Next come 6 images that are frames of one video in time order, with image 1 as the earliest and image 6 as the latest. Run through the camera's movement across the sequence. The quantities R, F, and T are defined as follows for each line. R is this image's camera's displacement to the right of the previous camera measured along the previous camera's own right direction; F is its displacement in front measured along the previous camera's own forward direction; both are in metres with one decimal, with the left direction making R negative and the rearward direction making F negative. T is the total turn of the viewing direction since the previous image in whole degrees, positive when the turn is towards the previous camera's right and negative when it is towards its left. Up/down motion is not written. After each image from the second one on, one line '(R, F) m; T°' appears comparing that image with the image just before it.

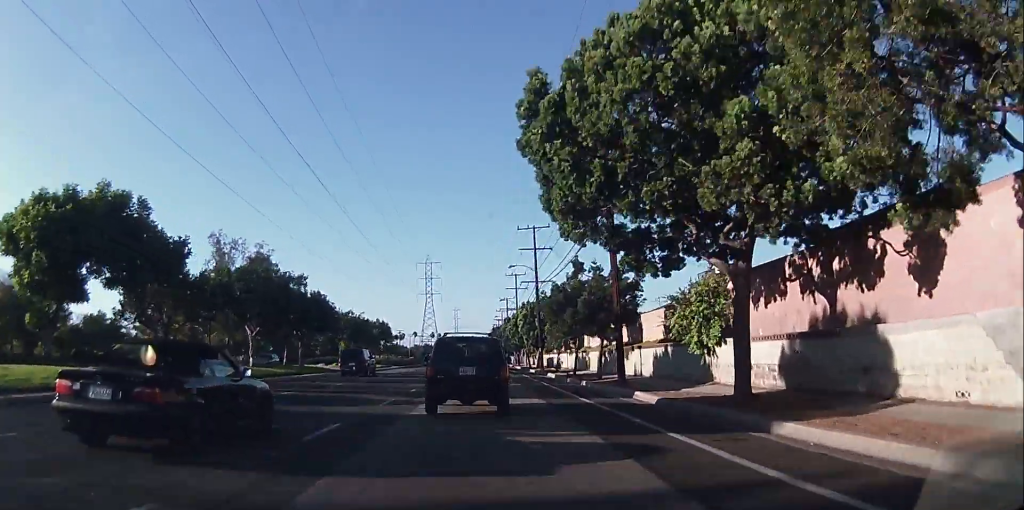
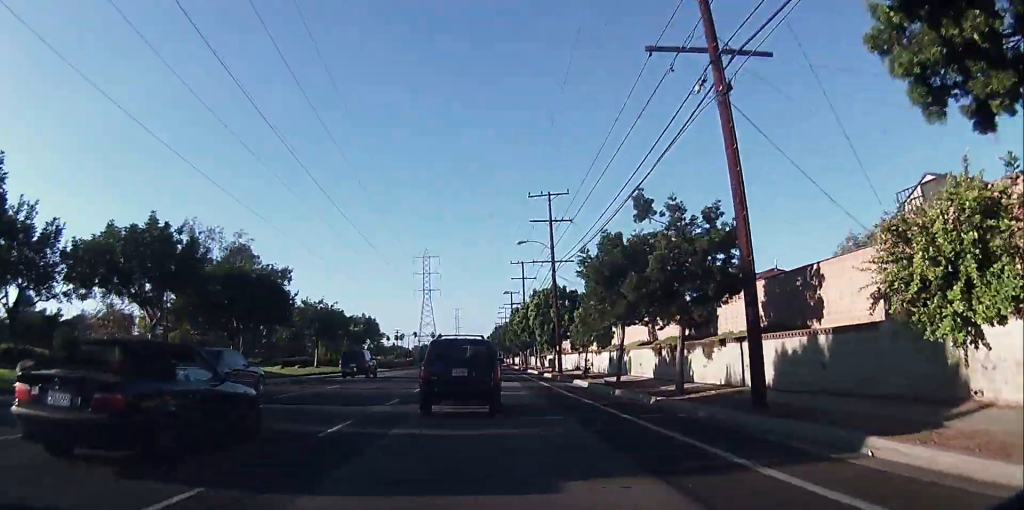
(-0.1, +13.4) m; 0°
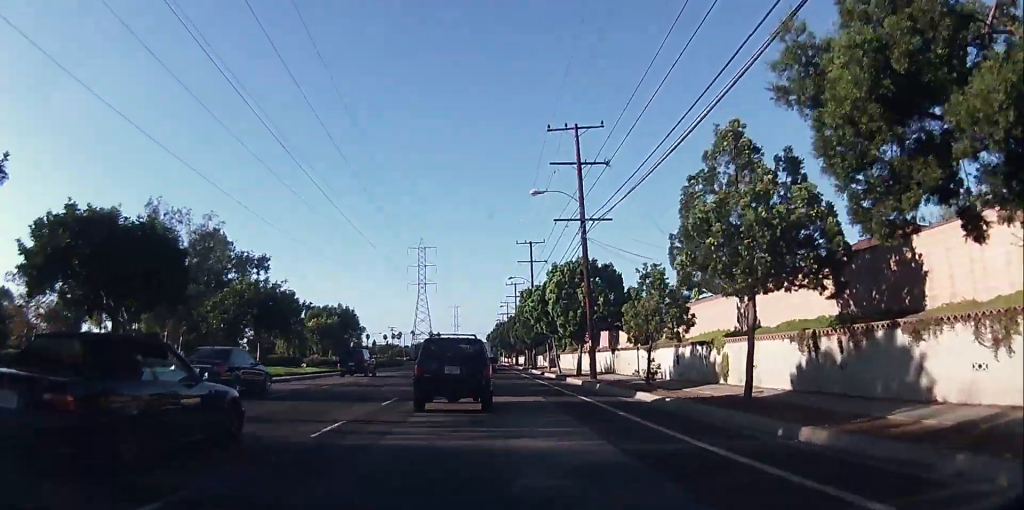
(+0.2, +14.6) m; 0°
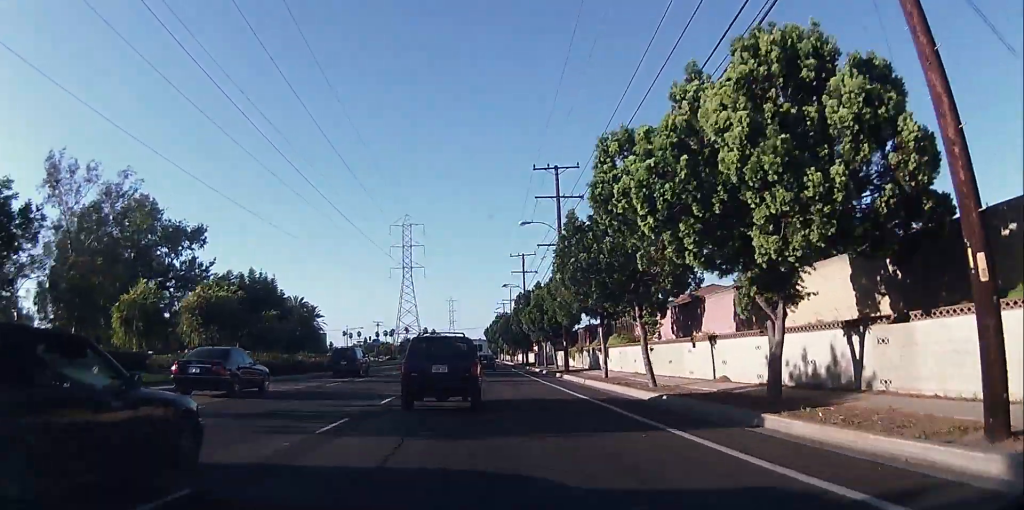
(-0.7, +27.6) m; -1°
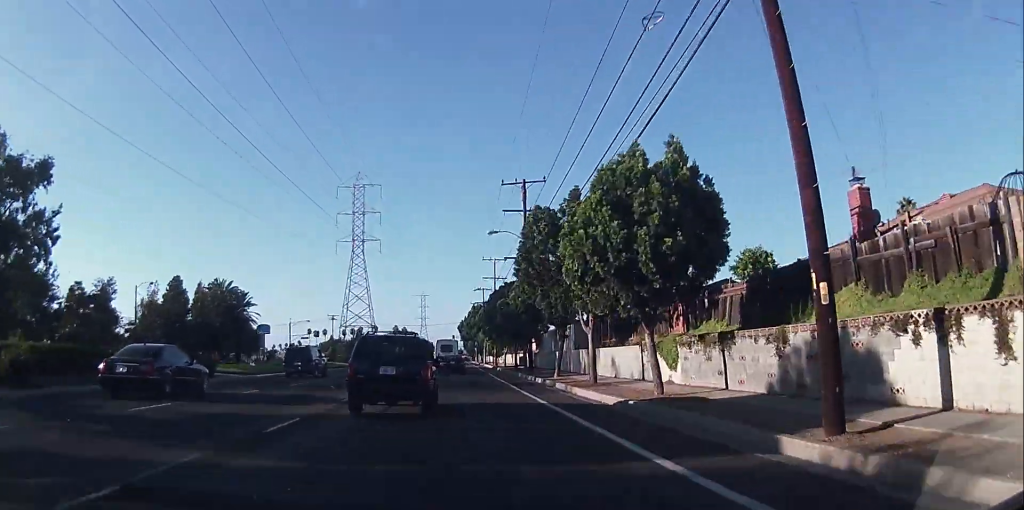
(+1.0, +34.4) m; +2°
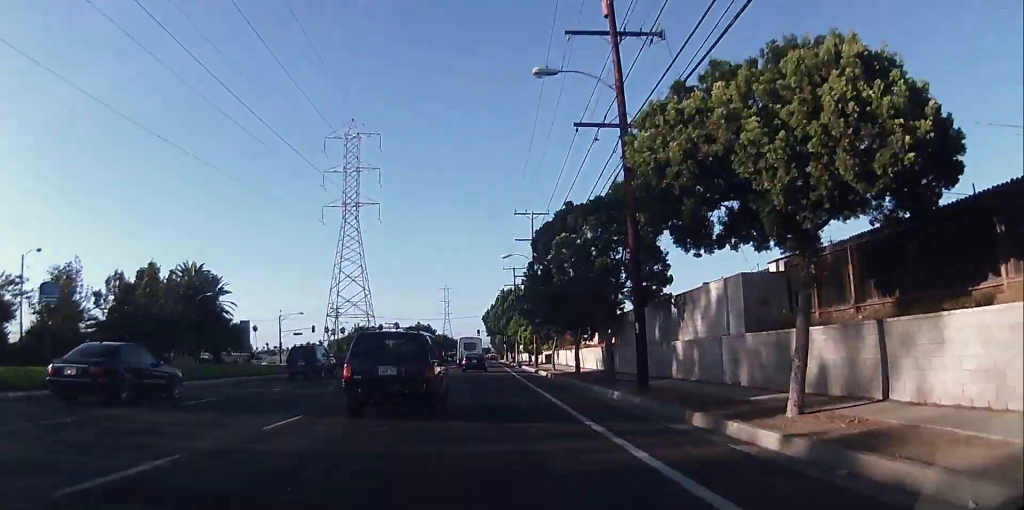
(-0.3, +26.1) m; -2°
